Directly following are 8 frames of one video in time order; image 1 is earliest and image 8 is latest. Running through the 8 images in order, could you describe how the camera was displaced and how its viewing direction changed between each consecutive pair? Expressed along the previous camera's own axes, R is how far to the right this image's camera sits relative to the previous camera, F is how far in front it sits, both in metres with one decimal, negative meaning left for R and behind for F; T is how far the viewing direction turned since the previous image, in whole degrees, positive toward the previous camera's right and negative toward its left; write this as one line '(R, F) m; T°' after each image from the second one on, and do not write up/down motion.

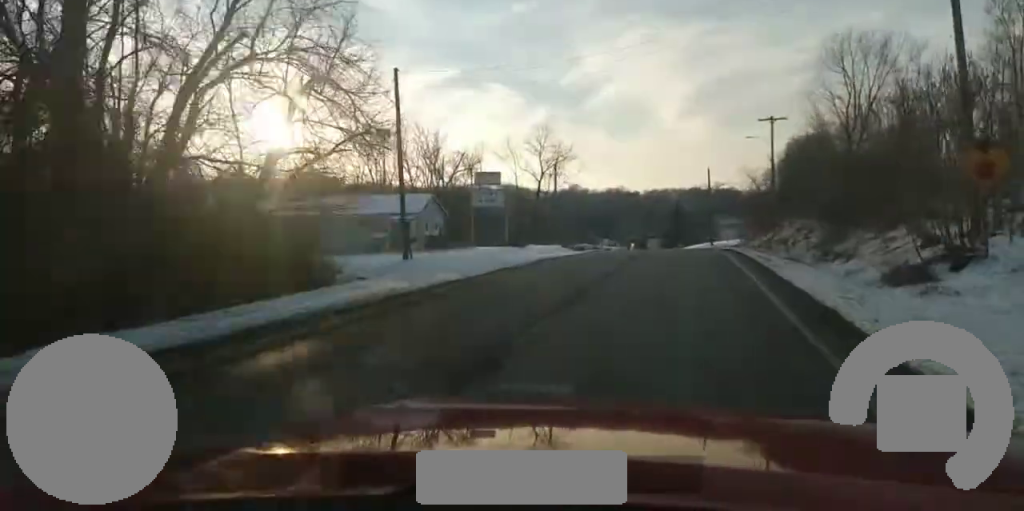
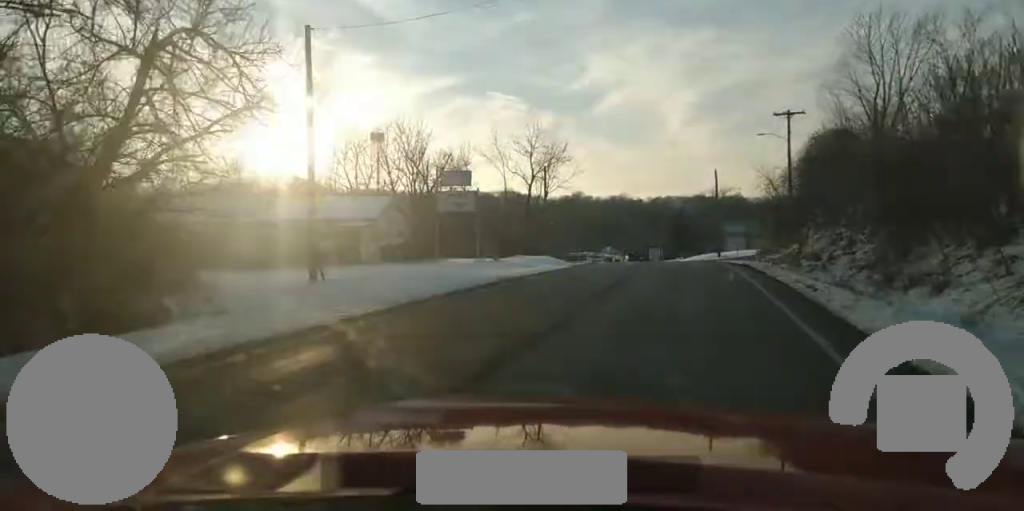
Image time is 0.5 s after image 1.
(0.0, +9.1) m; 0°
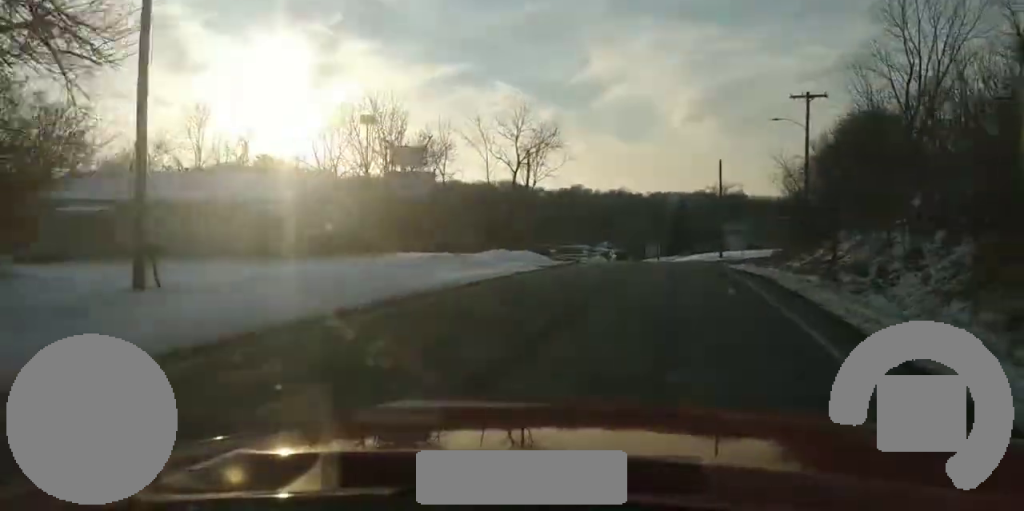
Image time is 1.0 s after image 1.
(0.0, +8.4) m; 0°
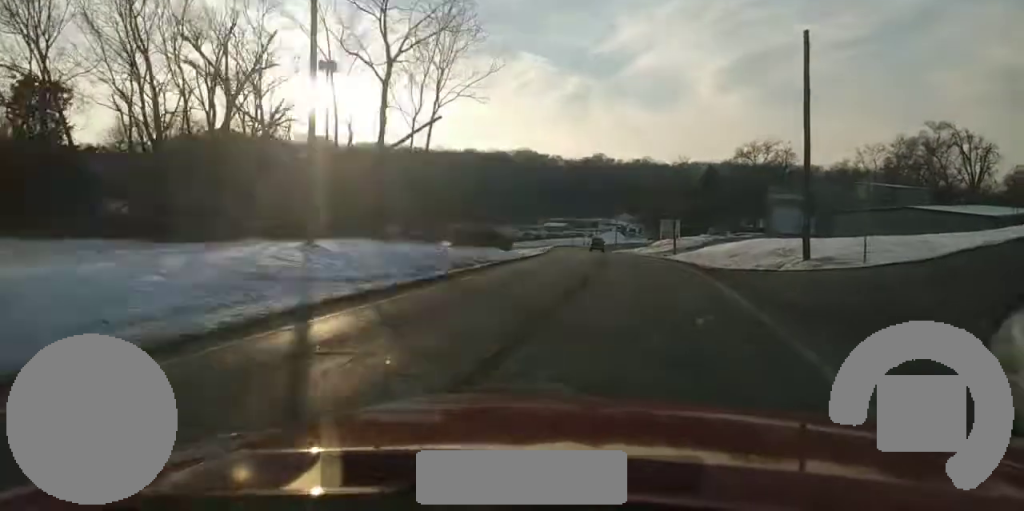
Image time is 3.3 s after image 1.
(0.0, +41.9) m; -5°
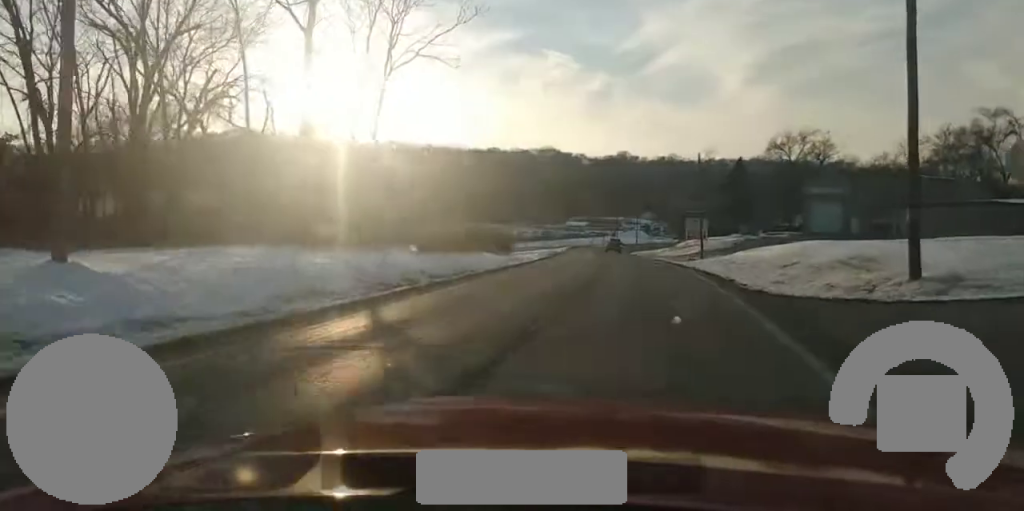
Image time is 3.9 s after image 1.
(-0.6, +11.2) m; -4°
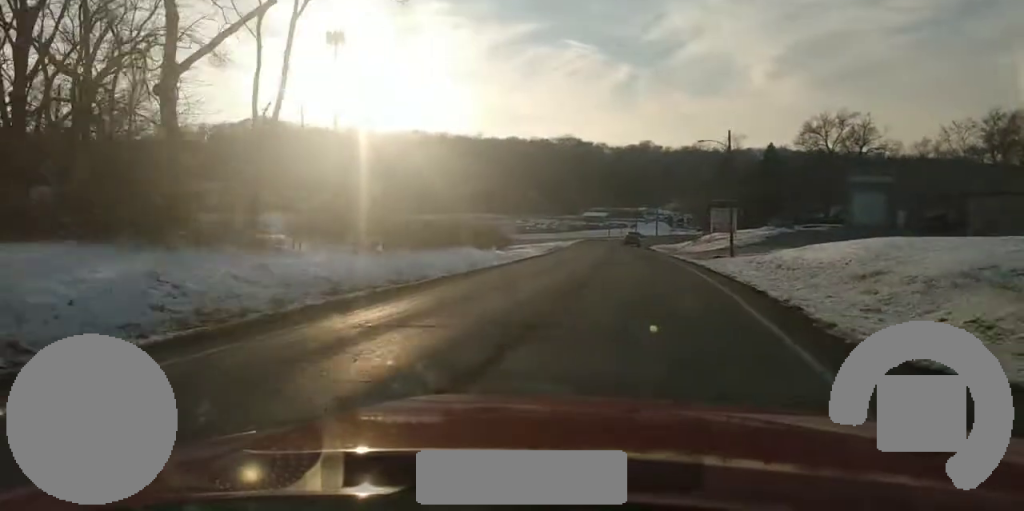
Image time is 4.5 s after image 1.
(-0.6, +10.0) m; -3°
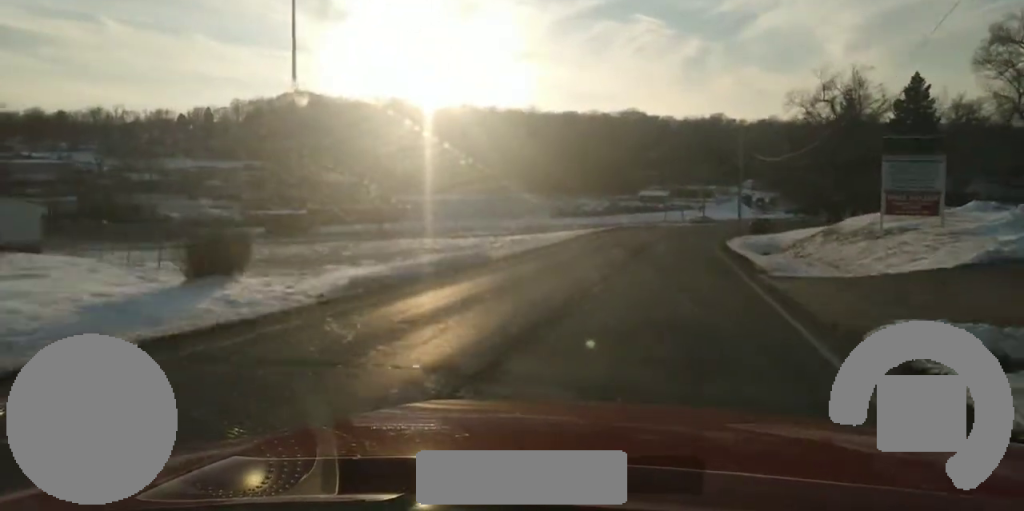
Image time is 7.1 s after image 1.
(+0.6, +45.3) m; +1°
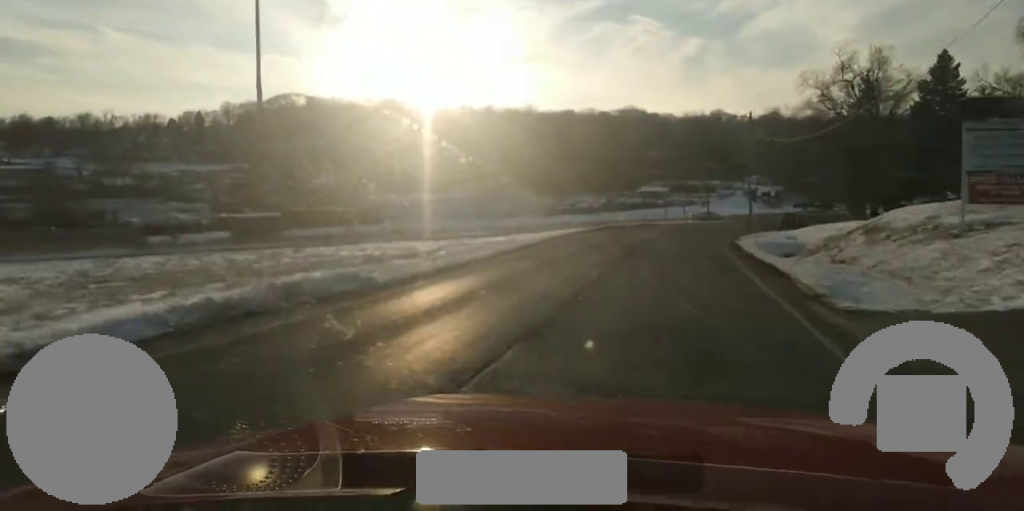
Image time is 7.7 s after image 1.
(+0.1, +10.5) m; 0°
